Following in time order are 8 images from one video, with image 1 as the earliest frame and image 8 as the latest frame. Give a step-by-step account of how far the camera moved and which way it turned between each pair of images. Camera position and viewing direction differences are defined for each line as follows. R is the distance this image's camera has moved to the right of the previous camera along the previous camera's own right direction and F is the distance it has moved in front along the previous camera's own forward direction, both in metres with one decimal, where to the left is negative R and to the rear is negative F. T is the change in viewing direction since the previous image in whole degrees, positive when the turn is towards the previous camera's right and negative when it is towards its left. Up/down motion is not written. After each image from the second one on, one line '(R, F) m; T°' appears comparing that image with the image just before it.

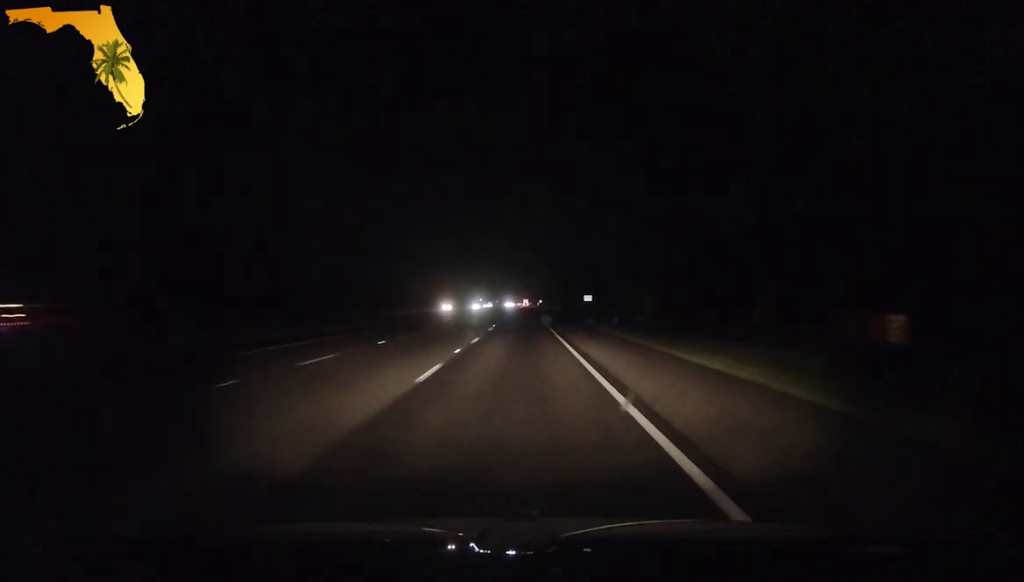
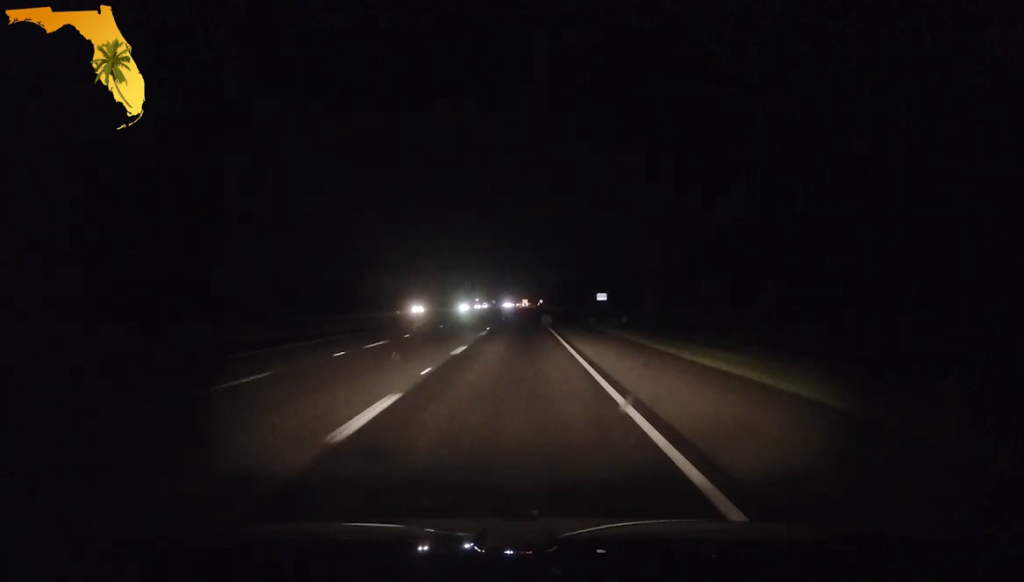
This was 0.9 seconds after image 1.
(-0.1, +29.7) m; 0°
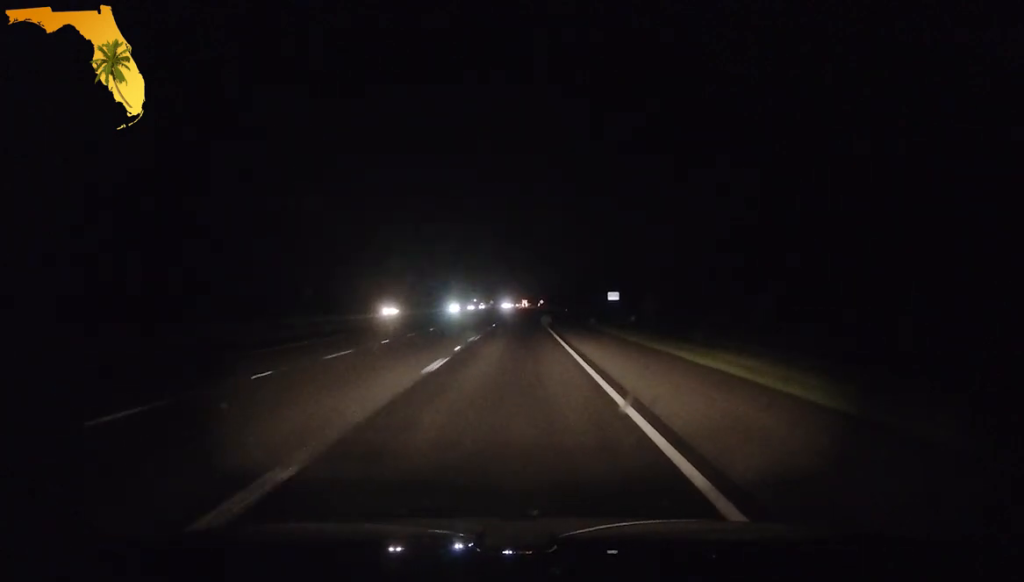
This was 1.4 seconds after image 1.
(-0.1, +17.1) m; 0°
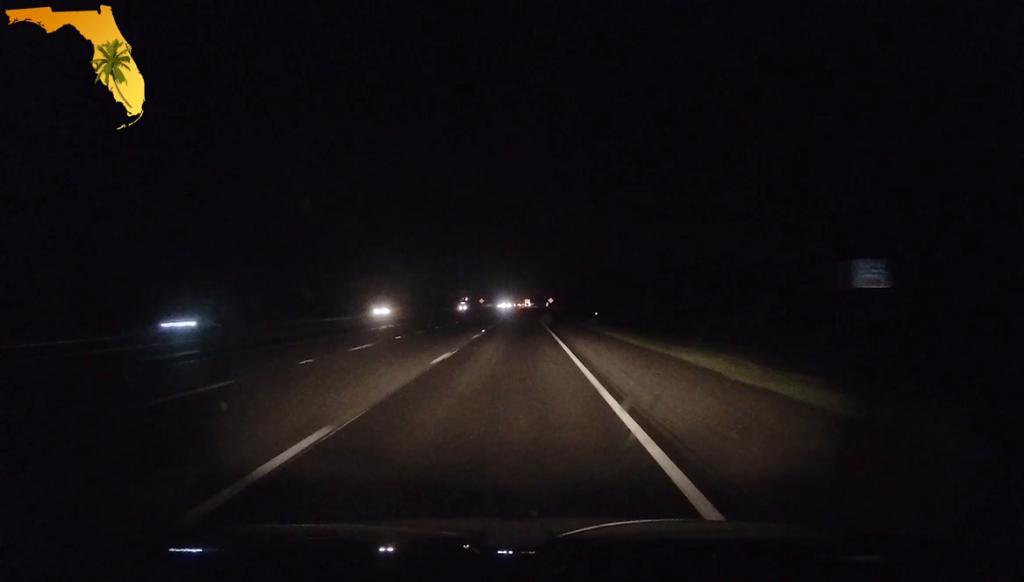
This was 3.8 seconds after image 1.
(+0.4, +82.3) m; 0°
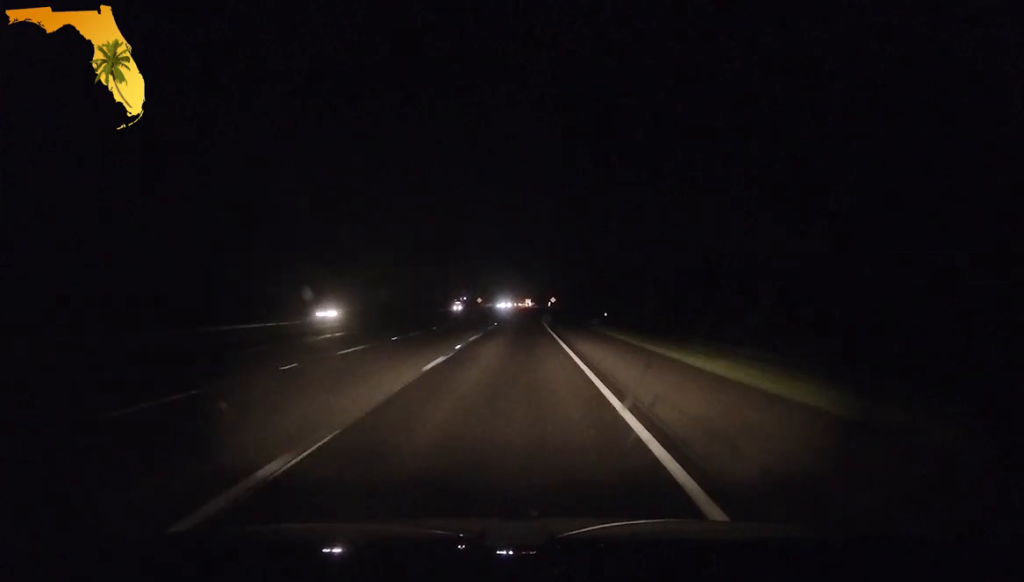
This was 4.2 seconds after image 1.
(+0.1, +13.7) m; 0°
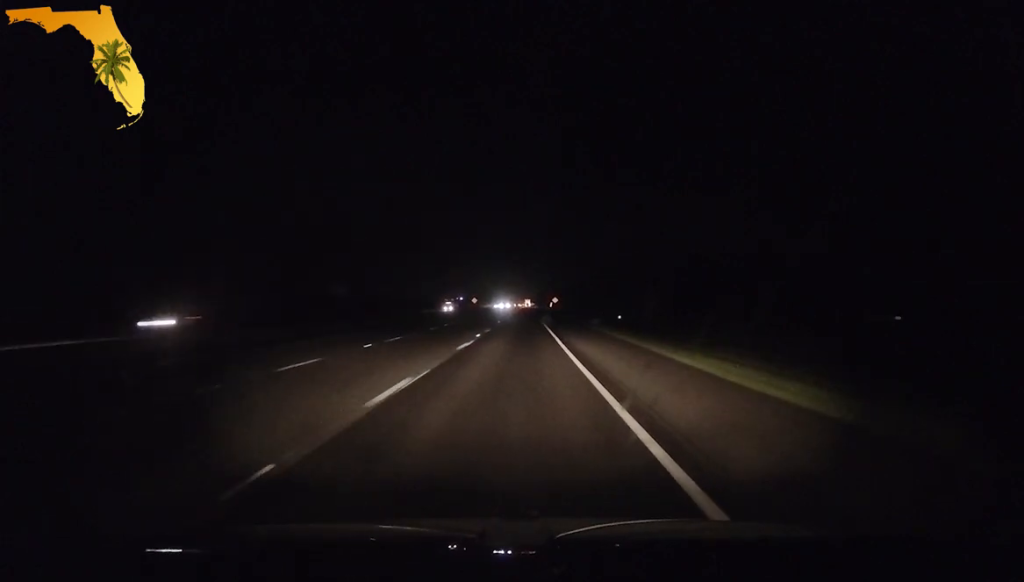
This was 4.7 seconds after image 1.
(-0.2, +17.1) m; 0°
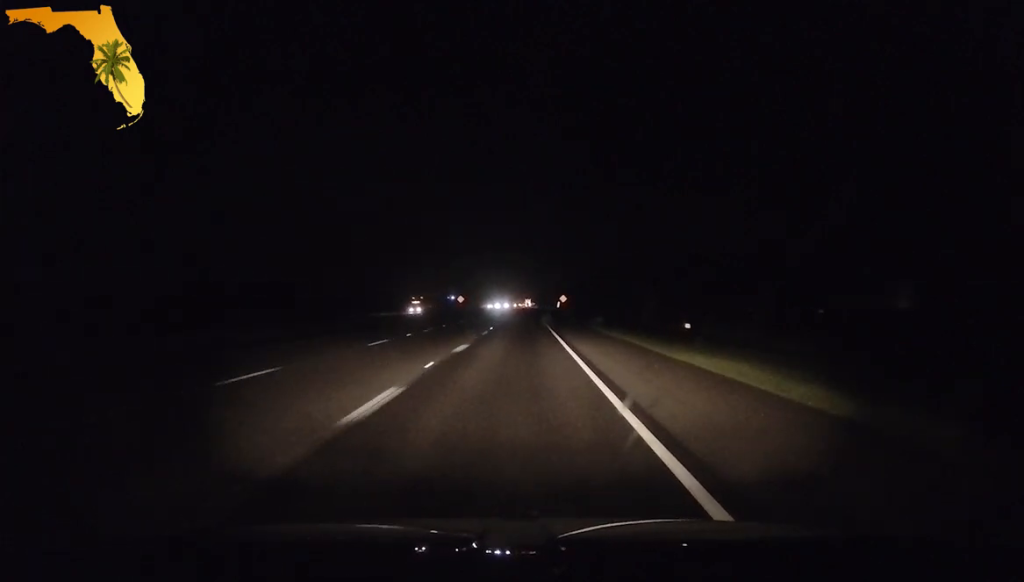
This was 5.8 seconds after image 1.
(-0.3, +39.6) m; 0°
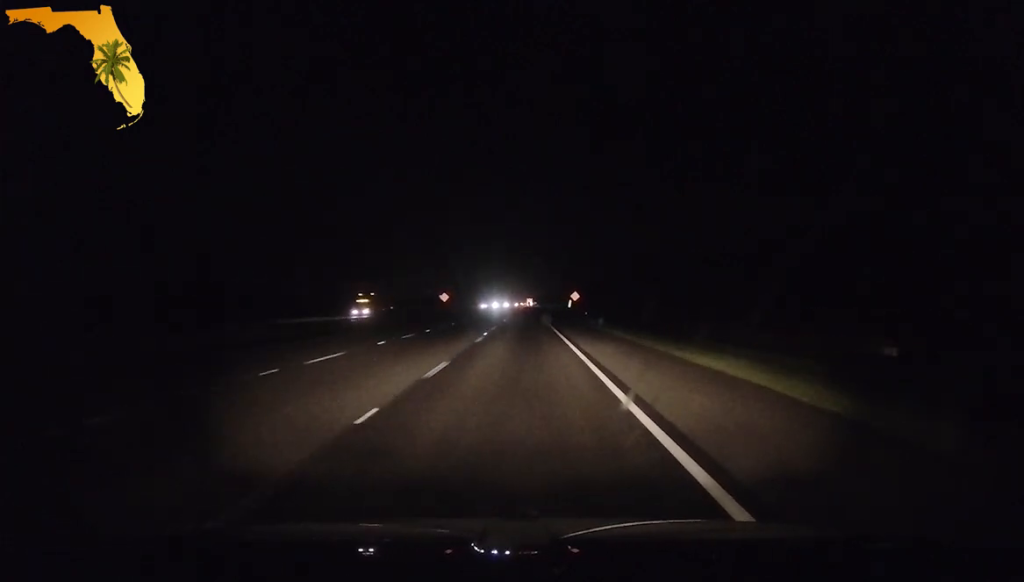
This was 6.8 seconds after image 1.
(+0.1, +31.5) m; +1°
